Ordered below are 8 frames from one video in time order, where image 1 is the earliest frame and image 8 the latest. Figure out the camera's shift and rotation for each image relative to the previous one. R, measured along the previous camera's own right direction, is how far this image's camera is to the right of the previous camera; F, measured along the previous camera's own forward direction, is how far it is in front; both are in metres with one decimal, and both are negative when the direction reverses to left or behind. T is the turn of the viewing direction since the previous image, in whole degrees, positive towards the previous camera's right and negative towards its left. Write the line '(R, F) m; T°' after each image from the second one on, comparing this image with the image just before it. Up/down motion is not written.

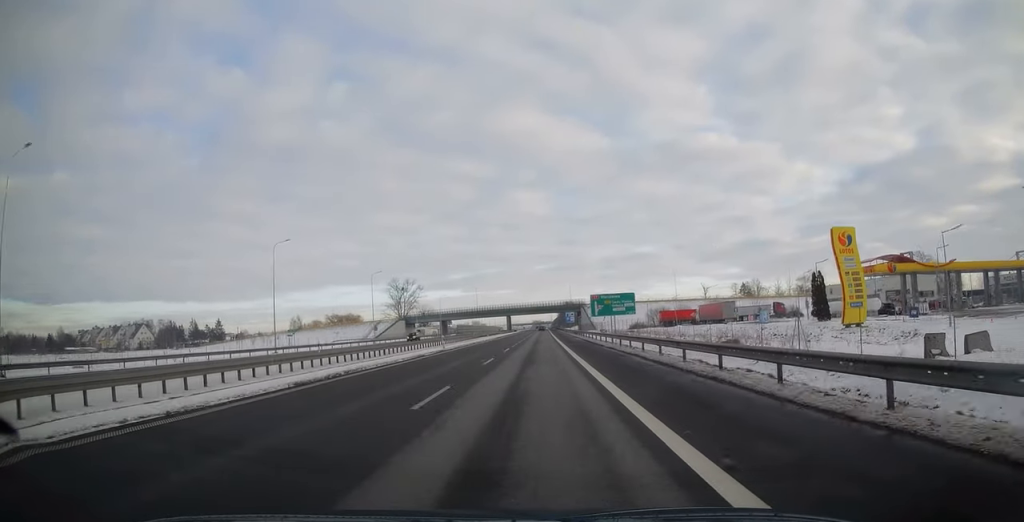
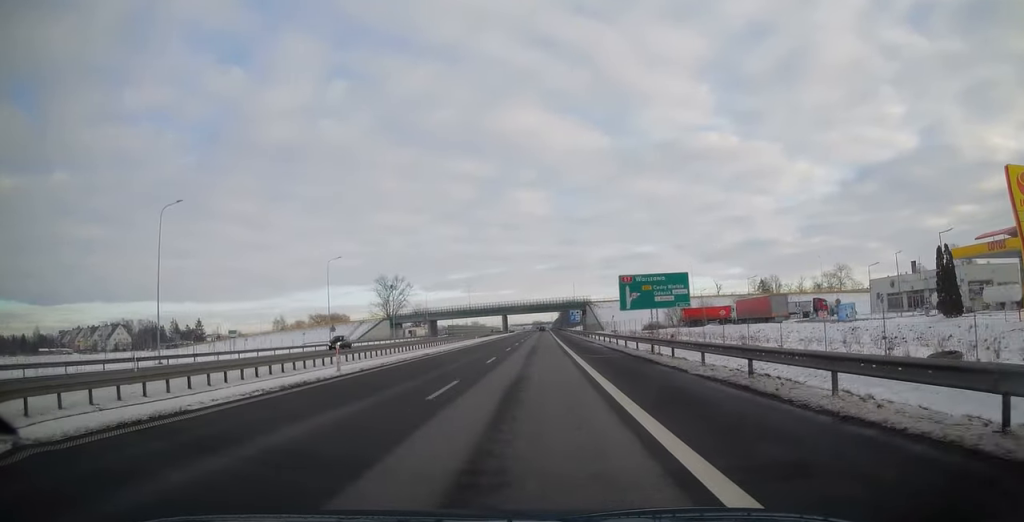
(0.0, +22.3) m; 0°
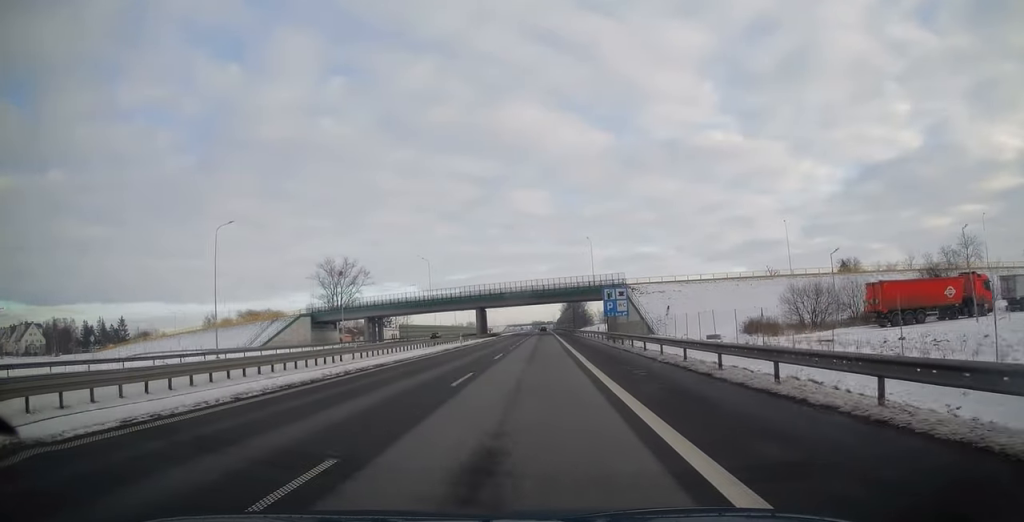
(+0.7, +69.1) m; 0°
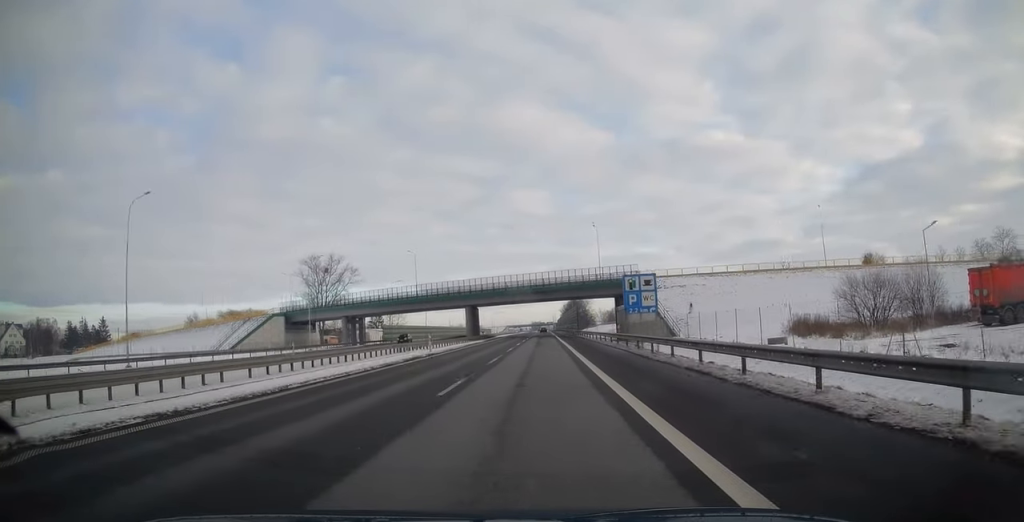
(-0.1, +13.8) m; 0°
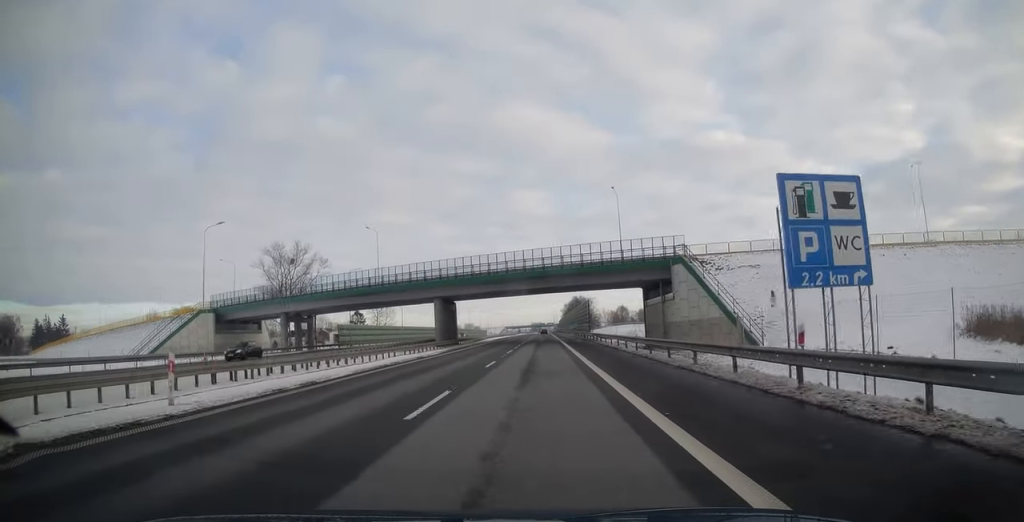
(0.0, +27.1) m; 0°
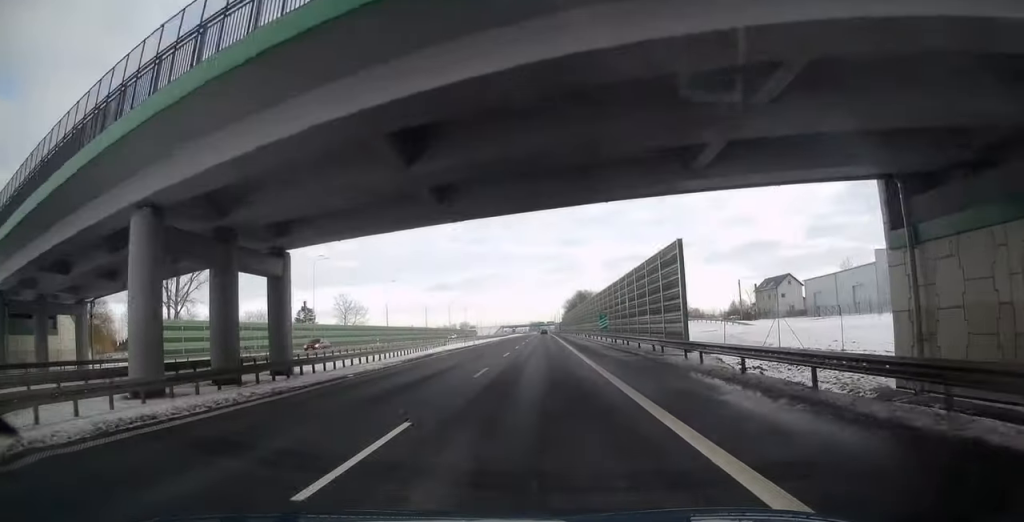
(-0.1, +52.1) m; 0°
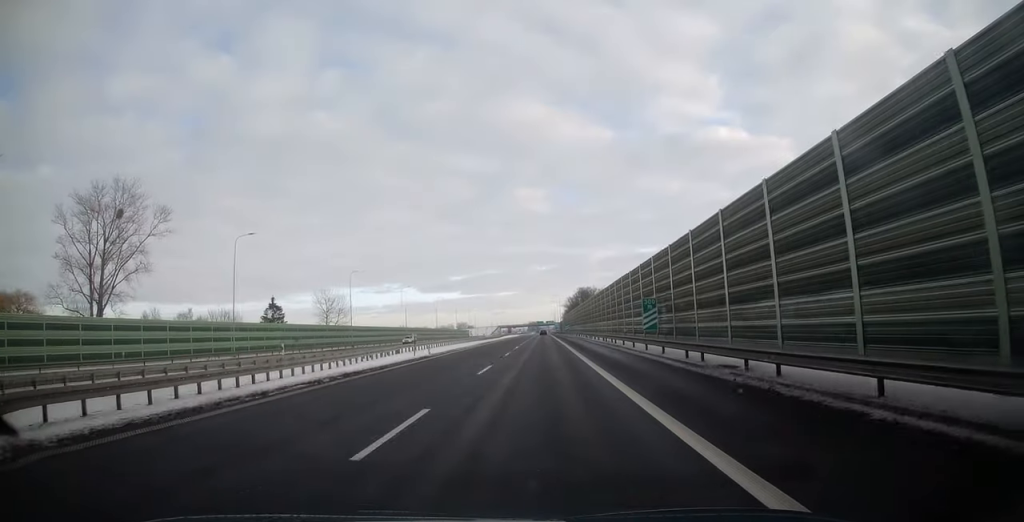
(-0.1, +22.2) m; 0°
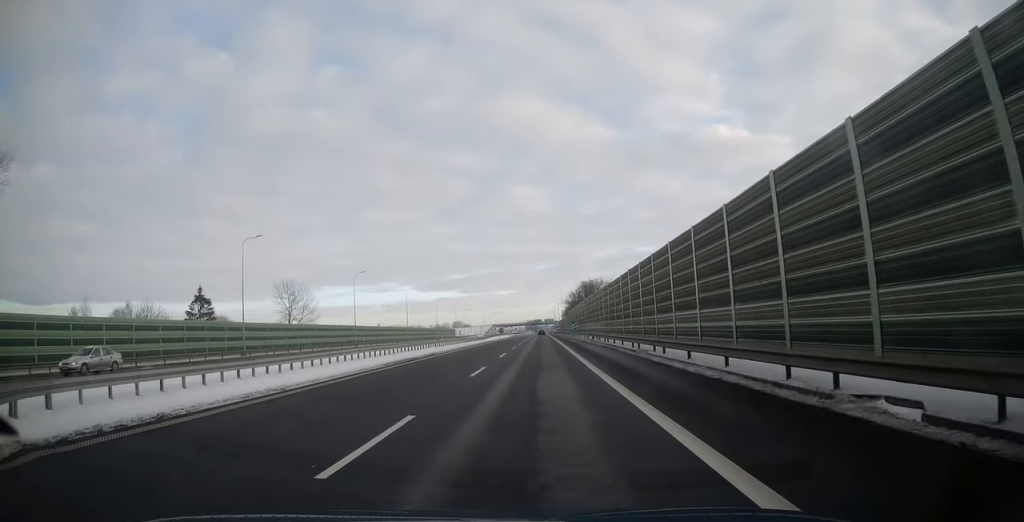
(+0.4, +36.6) m; 0°
